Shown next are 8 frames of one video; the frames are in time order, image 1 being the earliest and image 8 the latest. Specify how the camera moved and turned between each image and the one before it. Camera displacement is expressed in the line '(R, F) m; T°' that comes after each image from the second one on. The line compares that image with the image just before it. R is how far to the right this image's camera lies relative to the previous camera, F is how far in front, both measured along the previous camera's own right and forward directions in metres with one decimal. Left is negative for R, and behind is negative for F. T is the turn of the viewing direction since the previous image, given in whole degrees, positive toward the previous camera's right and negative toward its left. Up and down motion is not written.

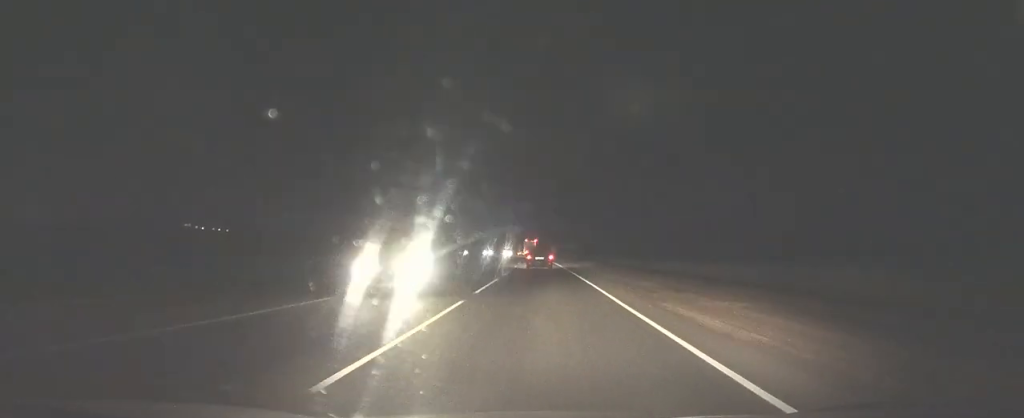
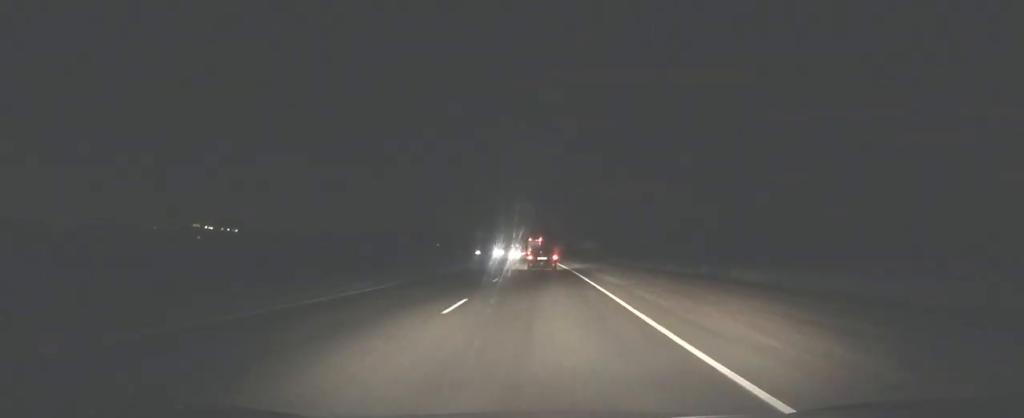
(-0.4, +46.6) m; -1°
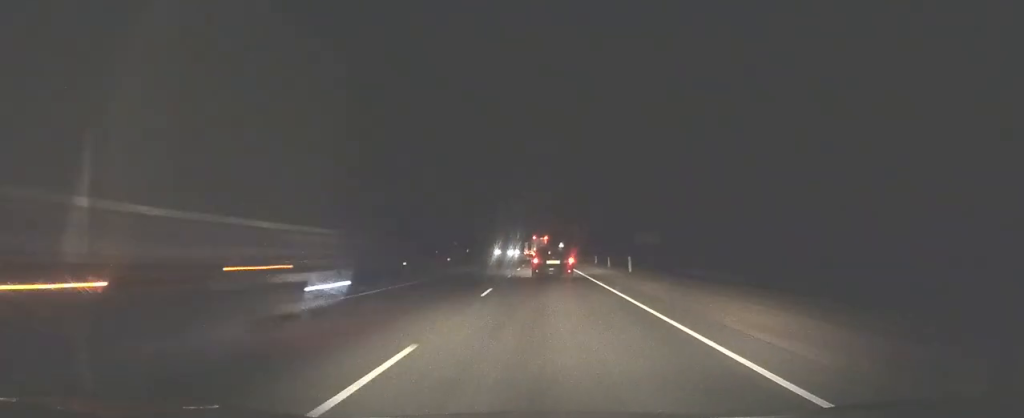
(-2.1, +97.9) m; -2°
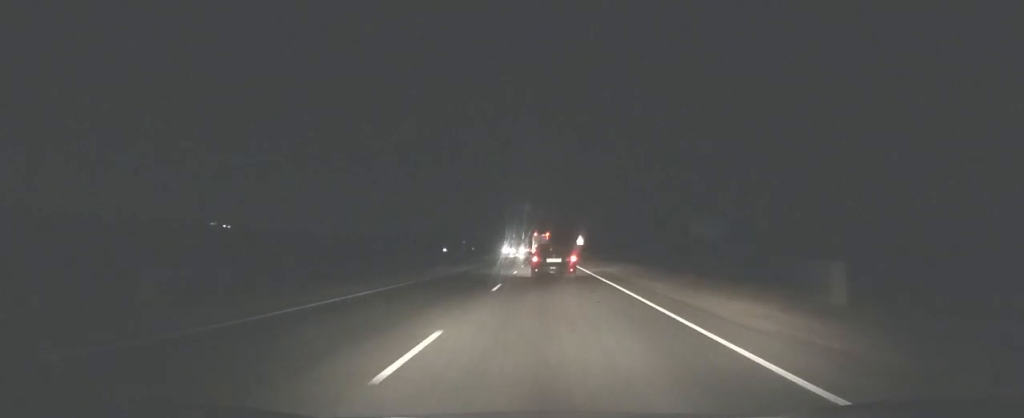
(-0.2, +46.6) m; -1°
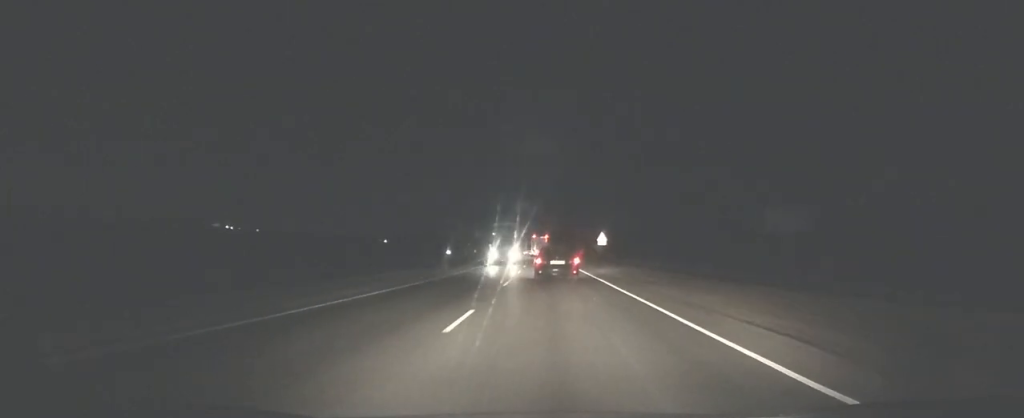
(0.0, +33.7) m; 0°
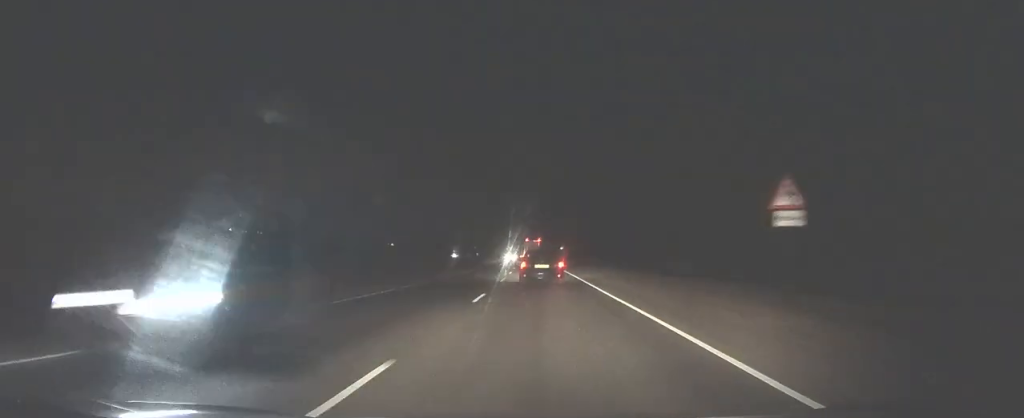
(-0.6, +54.8) m; -2°
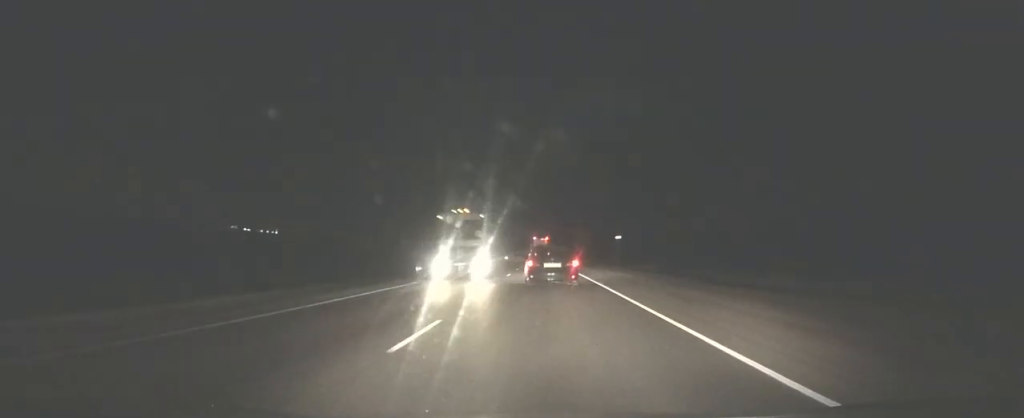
(-1.4, +65.4) m; -2°
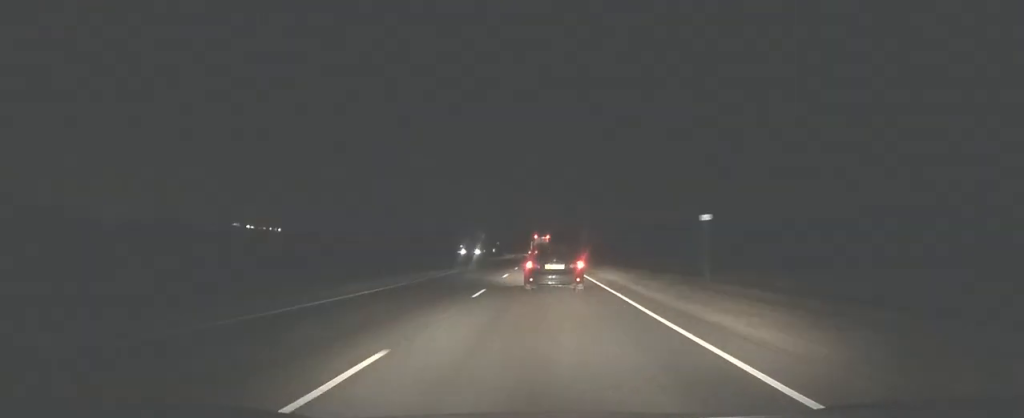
(-0.2, +25.7) m; 0°
